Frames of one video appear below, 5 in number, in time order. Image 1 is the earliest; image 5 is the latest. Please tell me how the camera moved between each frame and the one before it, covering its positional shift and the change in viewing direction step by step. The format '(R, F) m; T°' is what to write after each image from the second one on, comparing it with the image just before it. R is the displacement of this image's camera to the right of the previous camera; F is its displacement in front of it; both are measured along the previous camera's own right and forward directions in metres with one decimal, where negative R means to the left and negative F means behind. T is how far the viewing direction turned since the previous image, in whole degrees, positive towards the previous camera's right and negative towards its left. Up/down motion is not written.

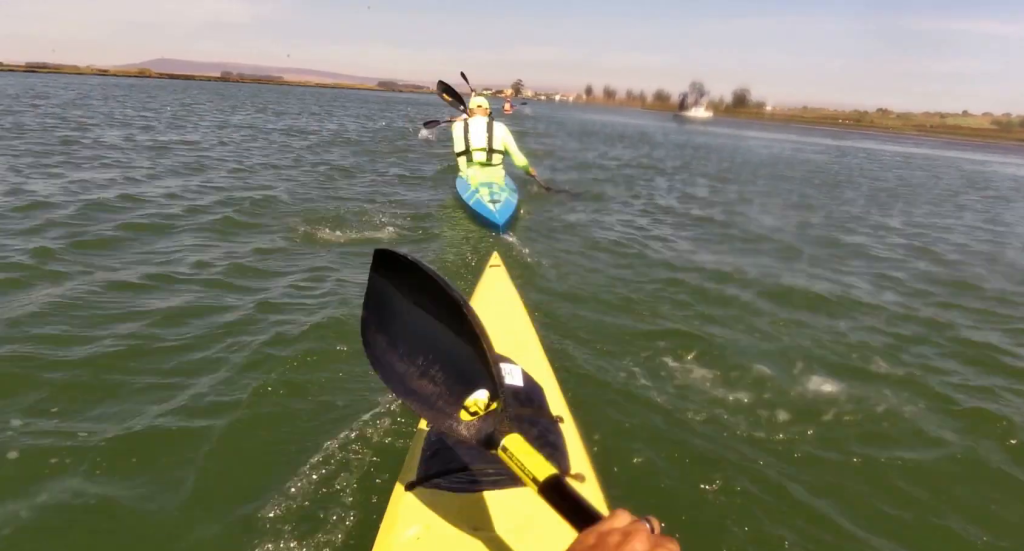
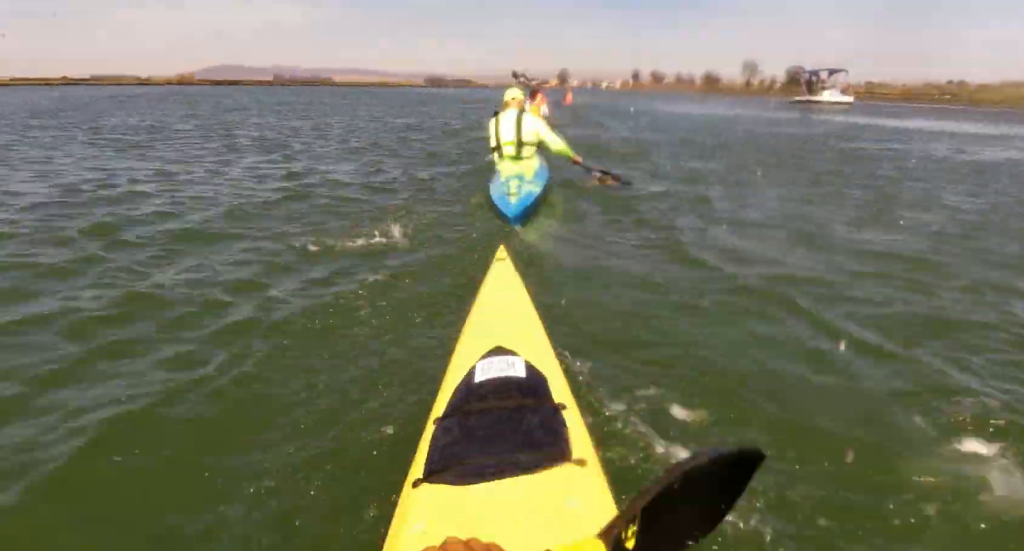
(+0.8, +11.1) m; +2°
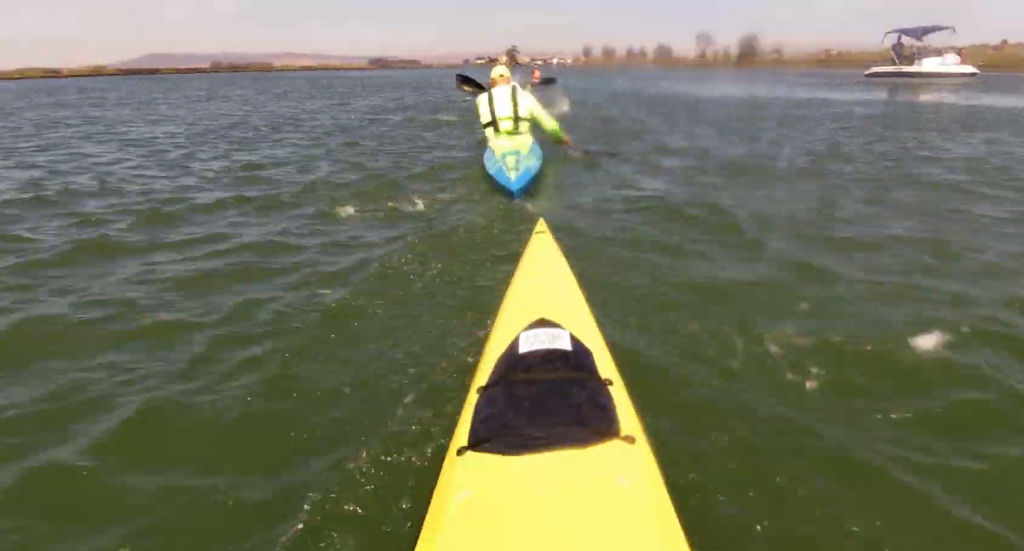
(-0.2, +11.1) m; -1°
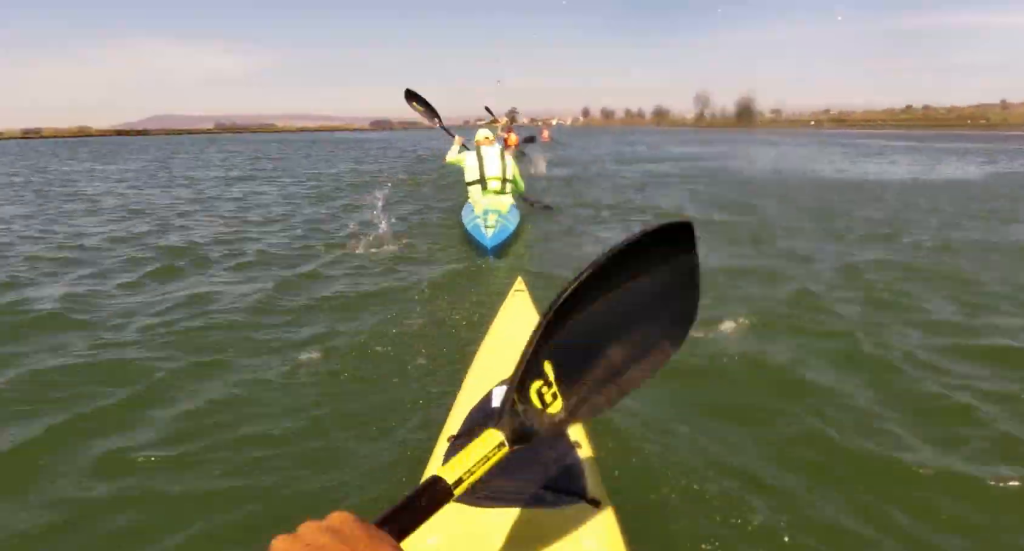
(-1.1, +9.8) m; -1°
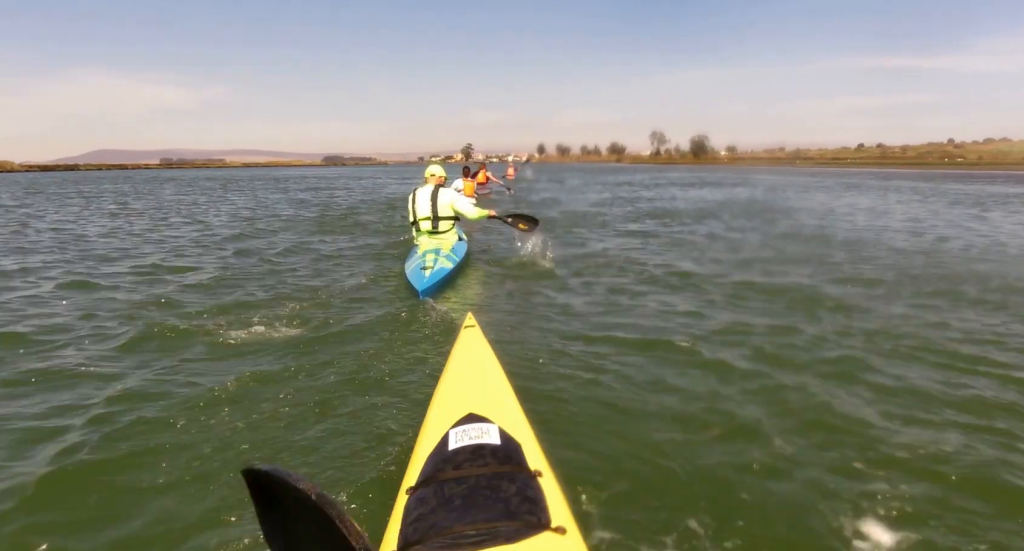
(+1.4, +6.9) m; +1°
